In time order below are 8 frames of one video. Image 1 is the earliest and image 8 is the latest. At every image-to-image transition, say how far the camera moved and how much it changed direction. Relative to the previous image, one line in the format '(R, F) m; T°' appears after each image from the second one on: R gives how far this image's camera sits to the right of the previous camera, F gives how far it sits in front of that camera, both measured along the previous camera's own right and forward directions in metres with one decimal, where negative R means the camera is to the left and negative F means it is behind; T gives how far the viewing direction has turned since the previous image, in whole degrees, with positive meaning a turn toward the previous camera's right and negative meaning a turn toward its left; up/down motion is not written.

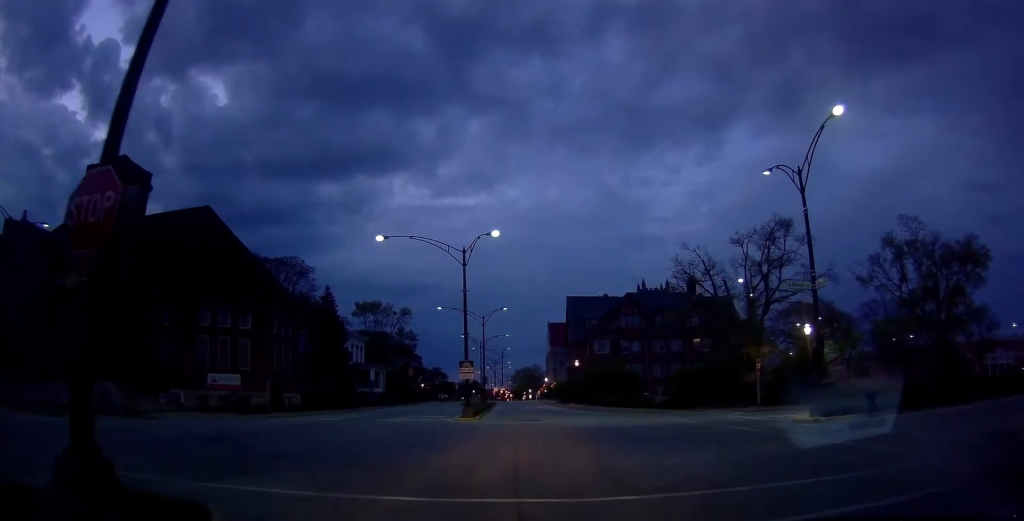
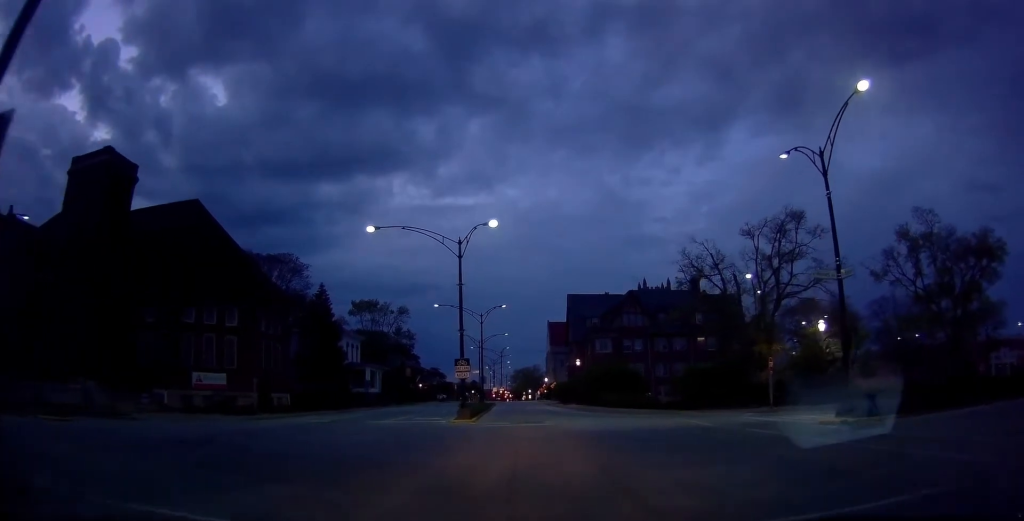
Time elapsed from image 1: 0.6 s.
(-0.1, +1.6) m; +1°
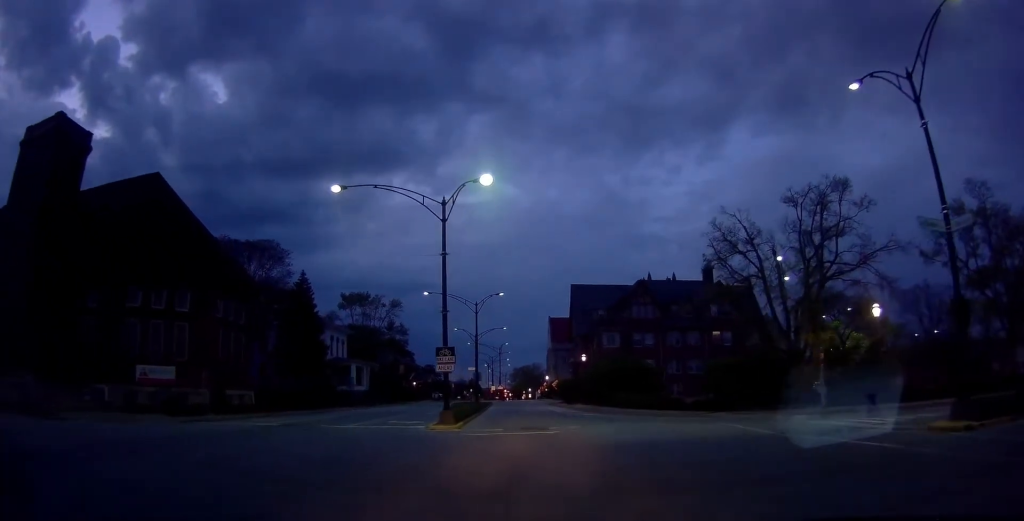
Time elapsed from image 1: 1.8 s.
(+0.3, +5.1) m; +6°
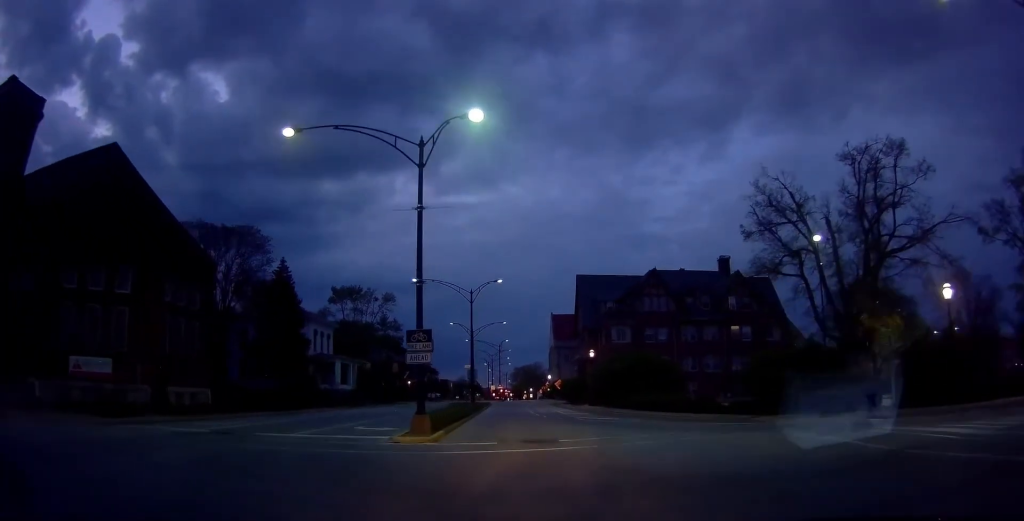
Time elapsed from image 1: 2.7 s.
(+0.2, +5.8) m; +3°
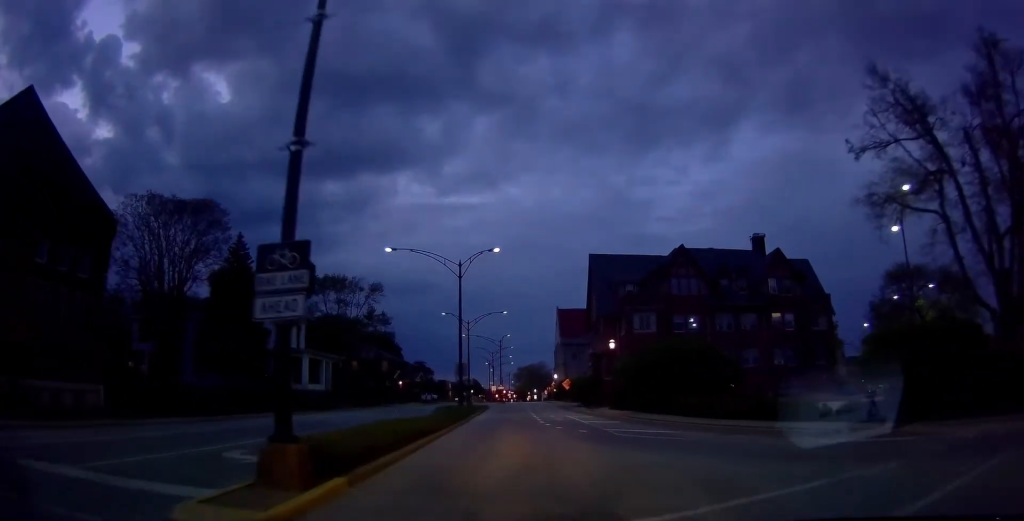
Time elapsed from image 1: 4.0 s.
(+0.3, +9.5) m; -1°
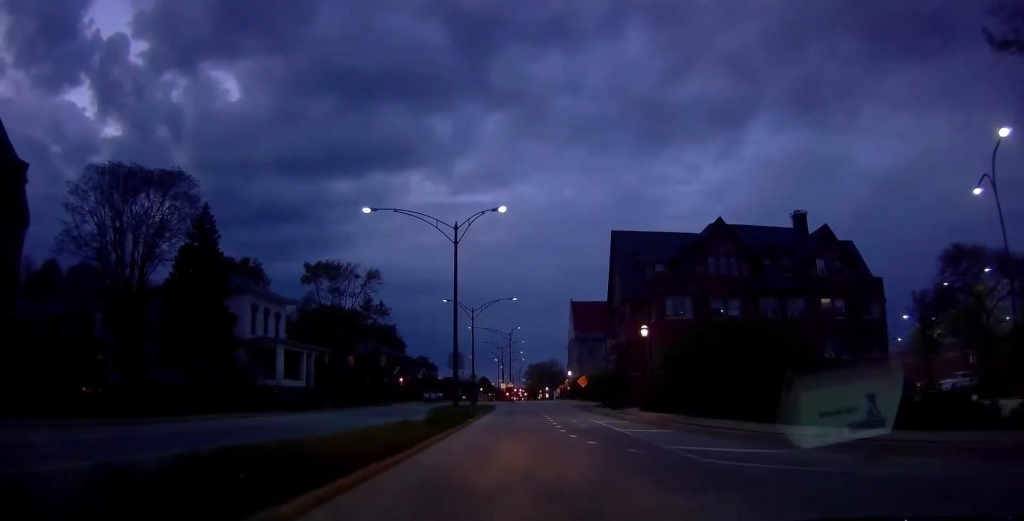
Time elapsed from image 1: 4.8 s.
(-0.5, +7.5) m; -2°
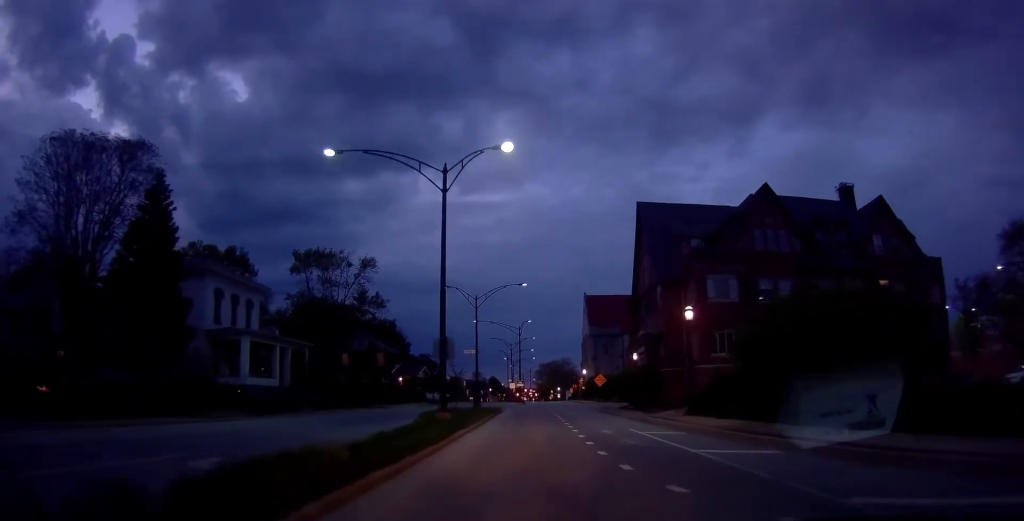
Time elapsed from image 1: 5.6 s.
(-0.1, +7.5) m; 0°
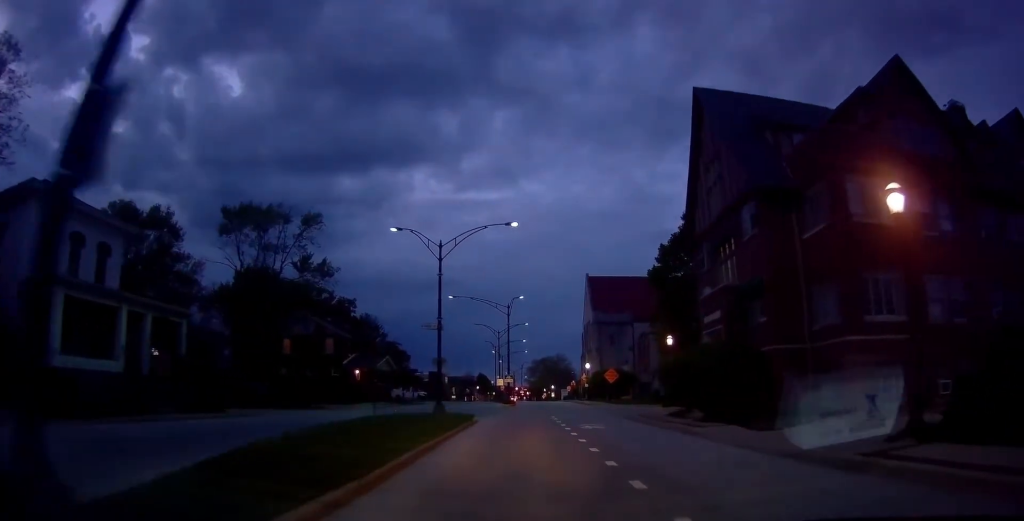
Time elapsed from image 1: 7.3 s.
(+0.4, +16.7) m; +1°
